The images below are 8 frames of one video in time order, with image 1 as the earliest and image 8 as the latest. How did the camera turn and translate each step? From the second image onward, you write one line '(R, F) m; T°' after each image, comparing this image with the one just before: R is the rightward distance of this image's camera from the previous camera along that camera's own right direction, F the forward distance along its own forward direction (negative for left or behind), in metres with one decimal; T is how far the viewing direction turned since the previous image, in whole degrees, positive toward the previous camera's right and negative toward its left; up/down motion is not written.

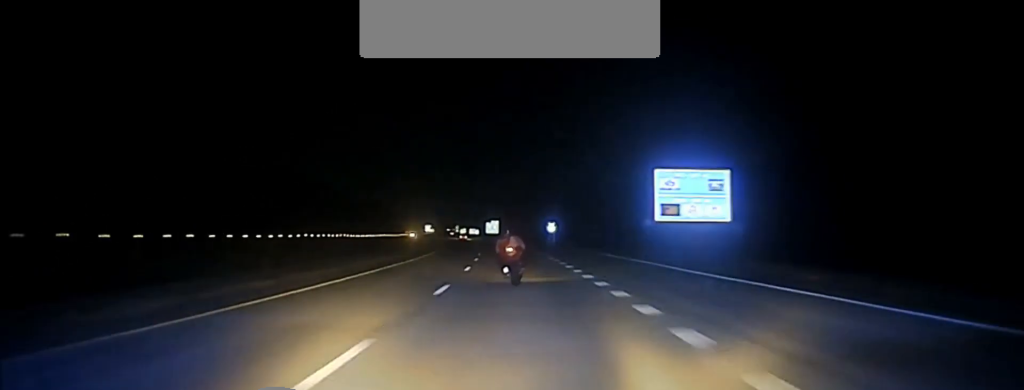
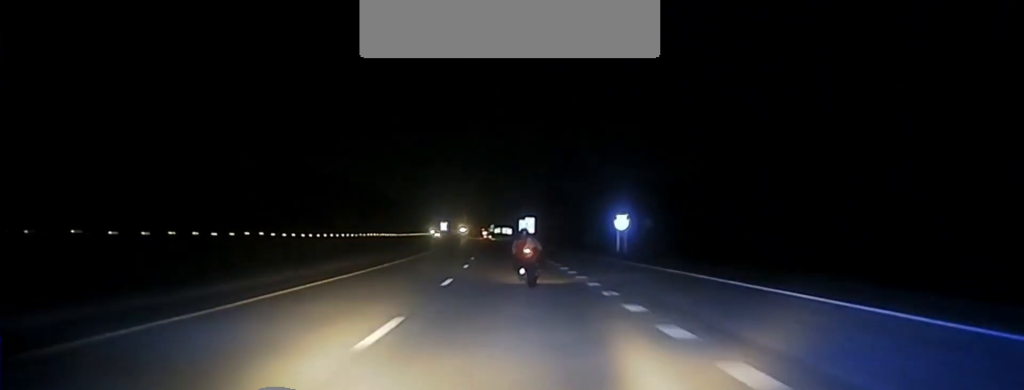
(-0.9, +53.8) m; -2°
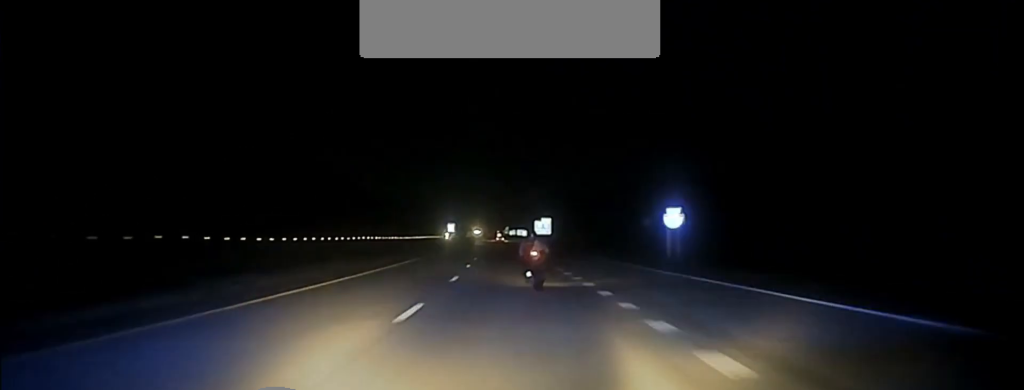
(-0.2, +18.1) m; -1°
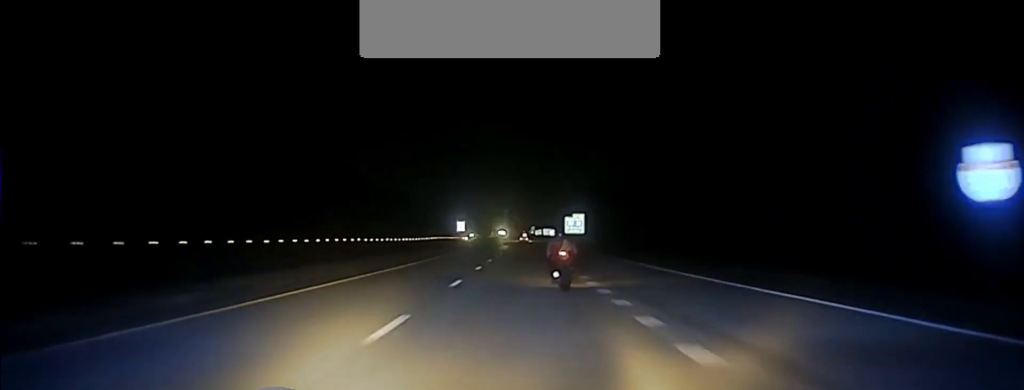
(-0.1, +34.4) m; -1°
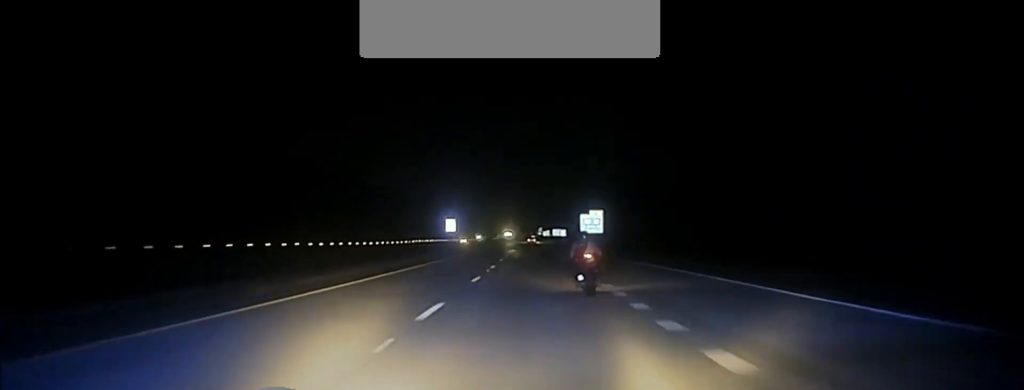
(-0.2, +32.5) m; 0°
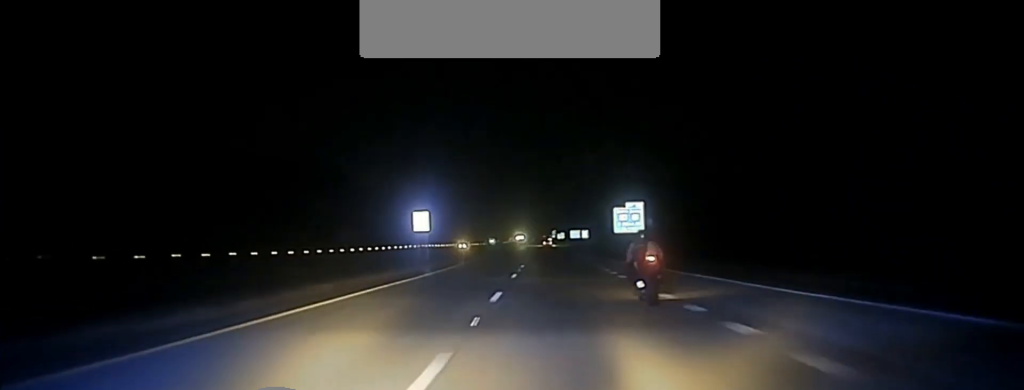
(-0.2, +48.3) m; 0°
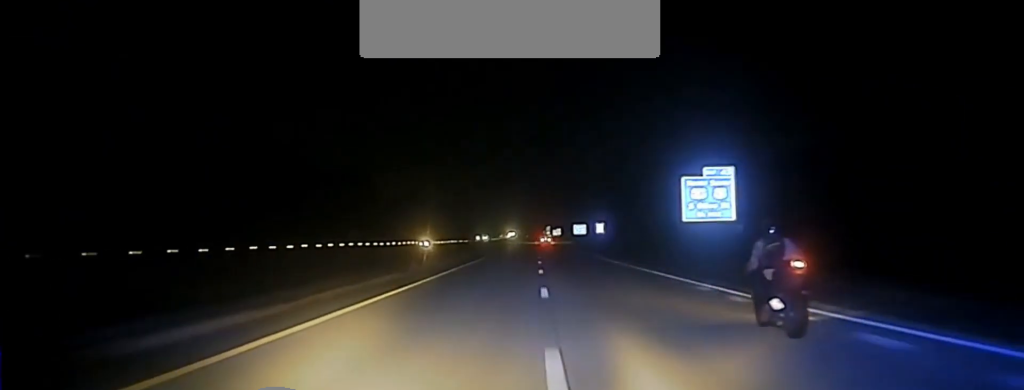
(+0.4, +68.6) m; +1°
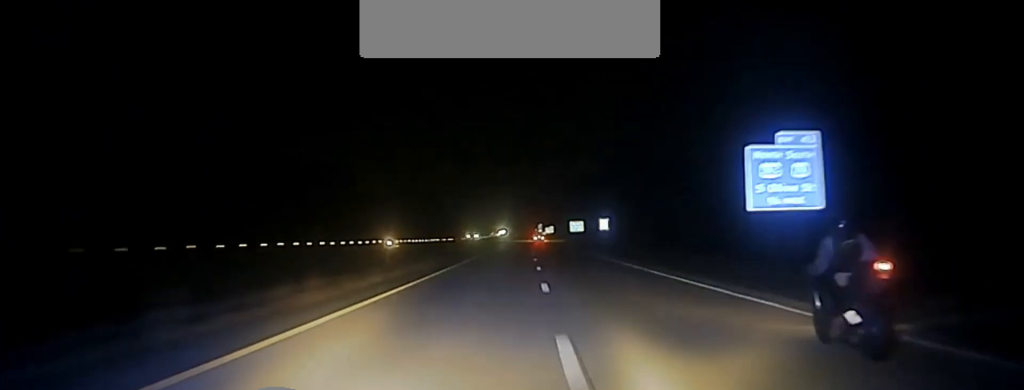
(-0.1, +23.4) m; 0°
